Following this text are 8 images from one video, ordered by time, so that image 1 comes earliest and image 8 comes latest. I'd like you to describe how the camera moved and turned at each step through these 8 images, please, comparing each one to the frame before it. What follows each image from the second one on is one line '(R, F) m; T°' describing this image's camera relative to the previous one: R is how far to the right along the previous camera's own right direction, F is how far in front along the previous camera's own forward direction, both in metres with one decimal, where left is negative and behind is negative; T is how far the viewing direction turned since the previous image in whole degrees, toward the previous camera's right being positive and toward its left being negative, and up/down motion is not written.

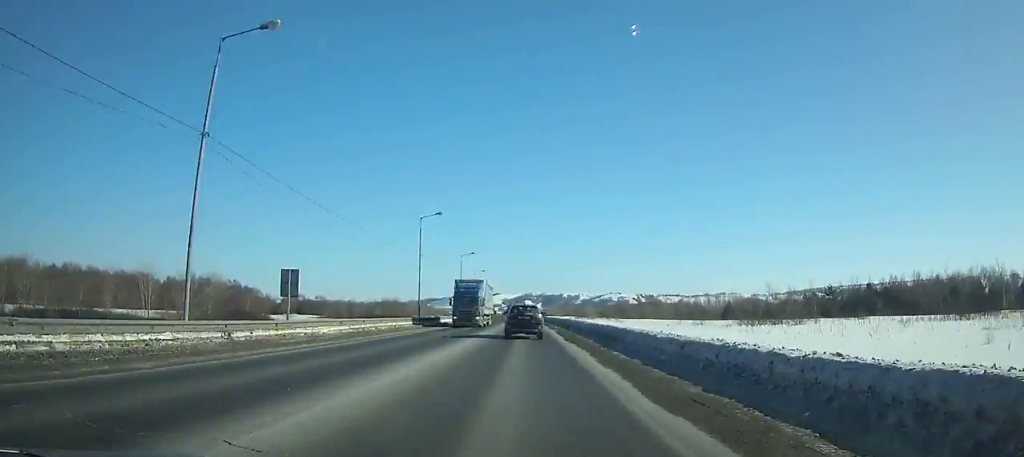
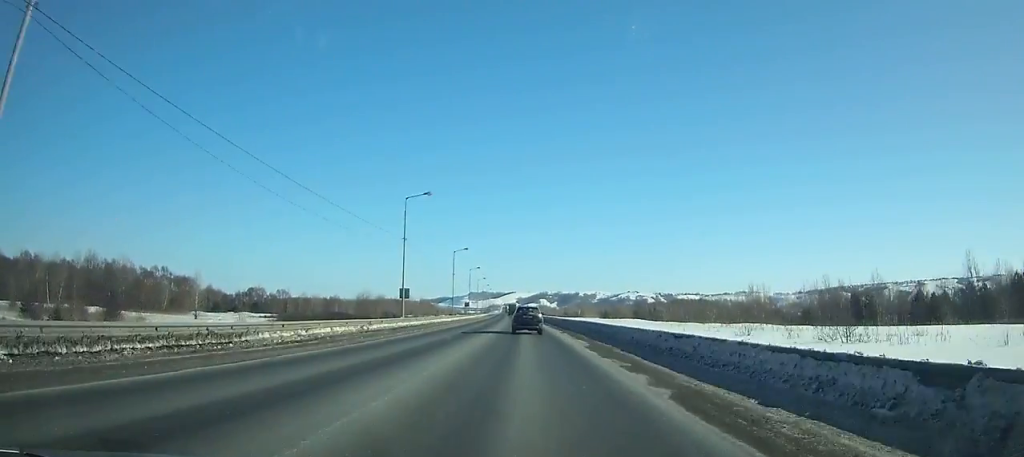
(-0.9, +88.7) m; -1°
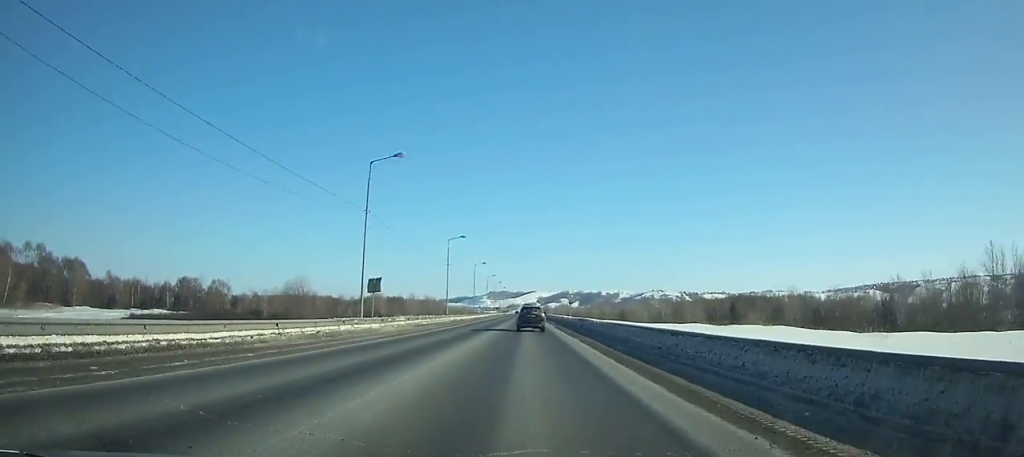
(-1.3, +91.4) m; -2°
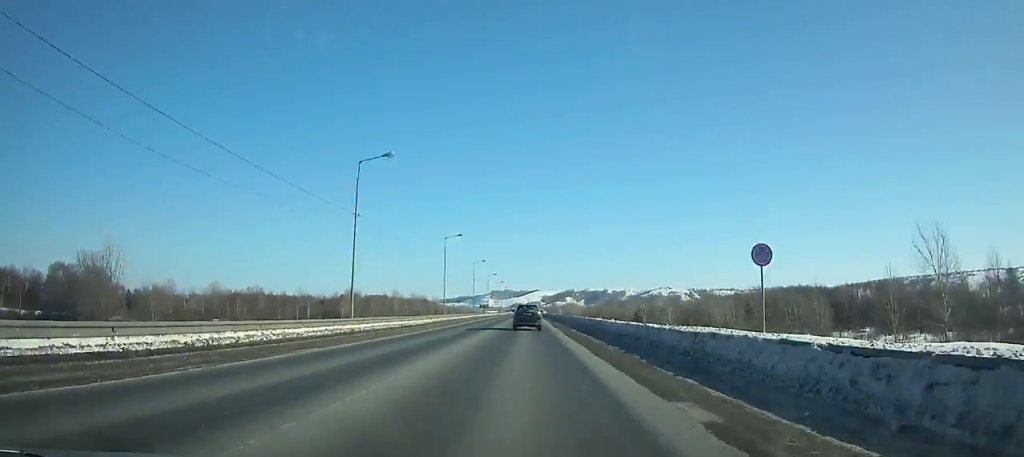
(-0.9, +79.2) m; -1°
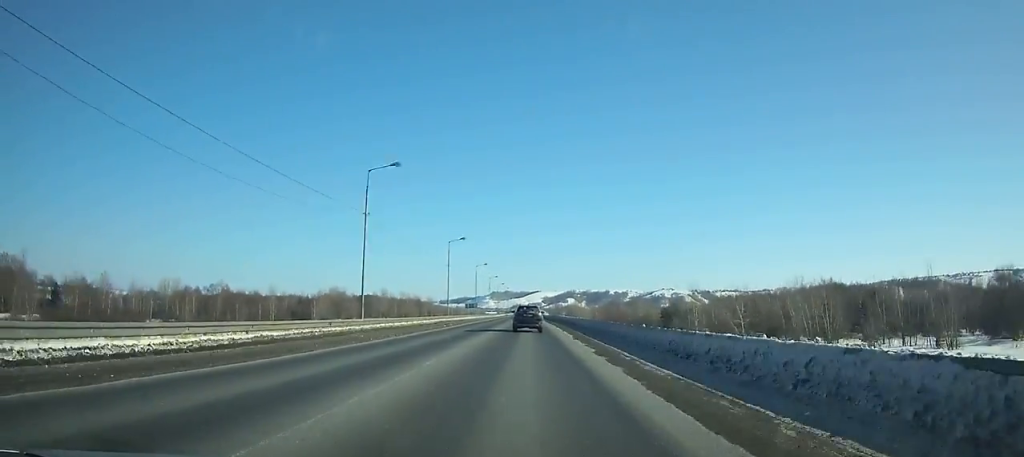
(-0.1, +36.7) m; 0°
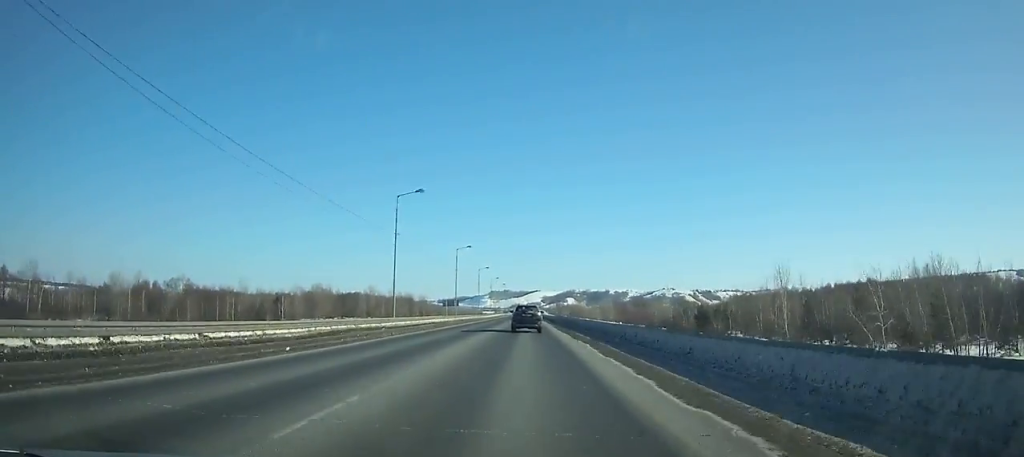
(0.0, +29.9) m; 0°
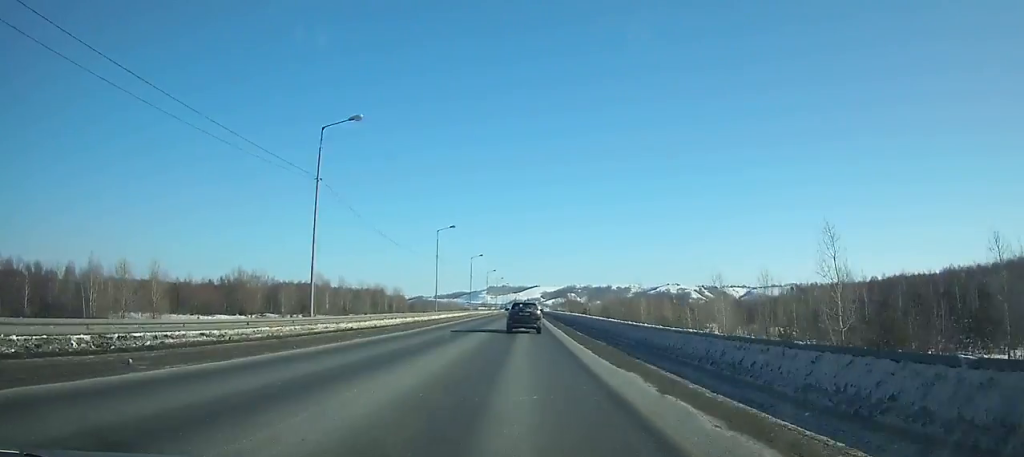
(+0.5, +96.4) m; 0°
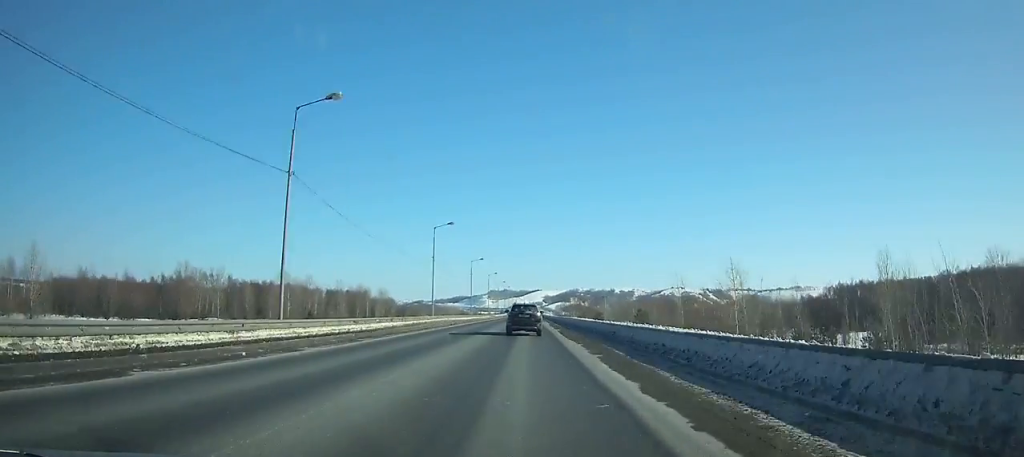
(+0.1, +43.3) m; 0°
